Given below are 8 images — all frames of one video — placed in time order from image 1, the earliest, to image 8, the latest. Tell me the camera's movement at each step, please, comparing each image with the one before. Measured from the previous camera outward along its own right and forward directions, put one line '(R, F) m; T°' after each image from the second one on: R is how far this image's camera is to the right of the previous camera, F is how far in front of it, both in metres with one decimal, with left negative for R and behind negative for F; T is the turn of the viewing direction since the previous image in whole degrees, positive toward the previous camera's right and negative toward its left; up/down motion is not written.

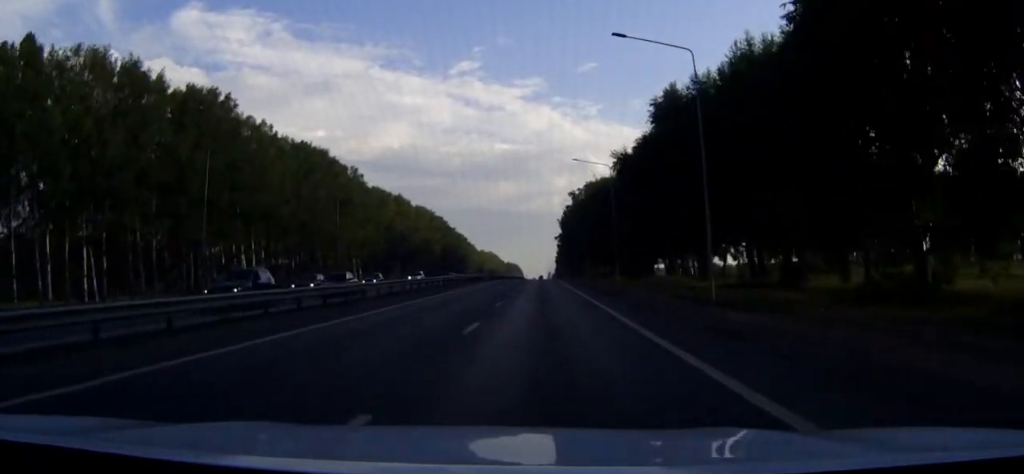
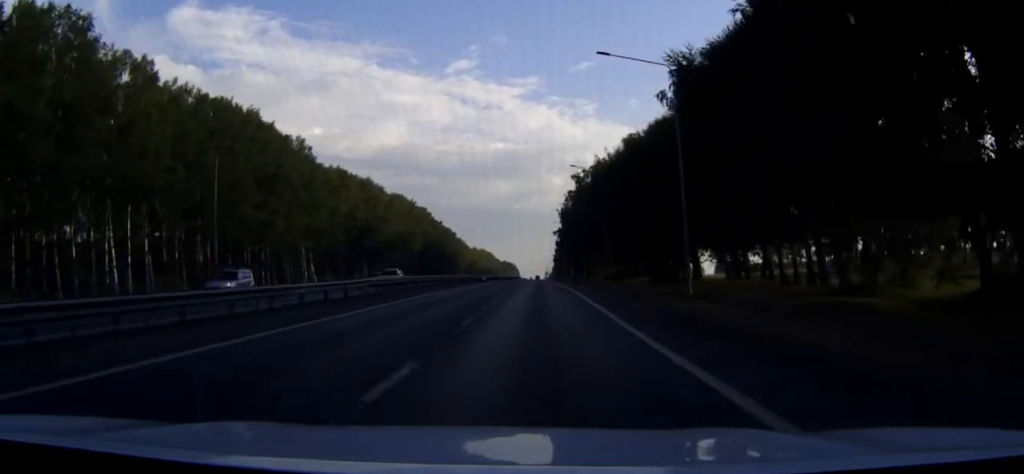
(0.0, +31.8) m; 0°
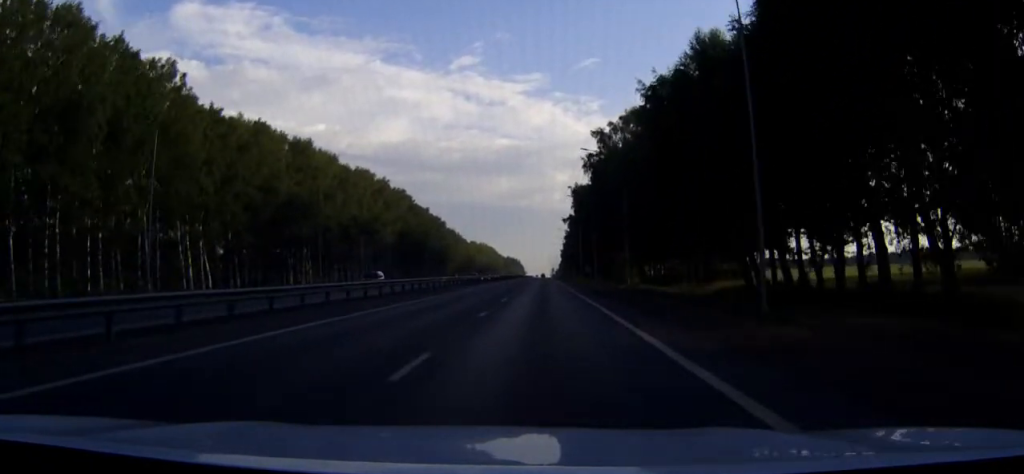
(-0.1, +45.1) m; 0°
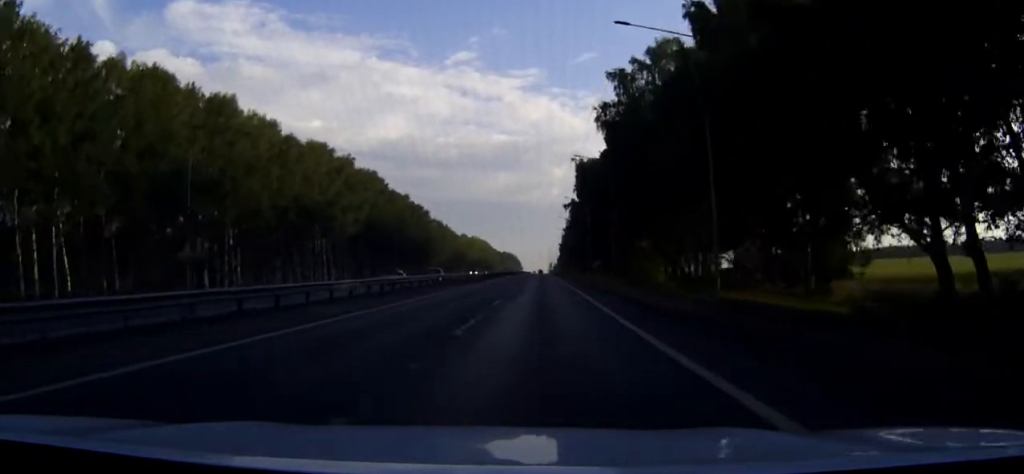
(0.0, +29.2) m; 0°
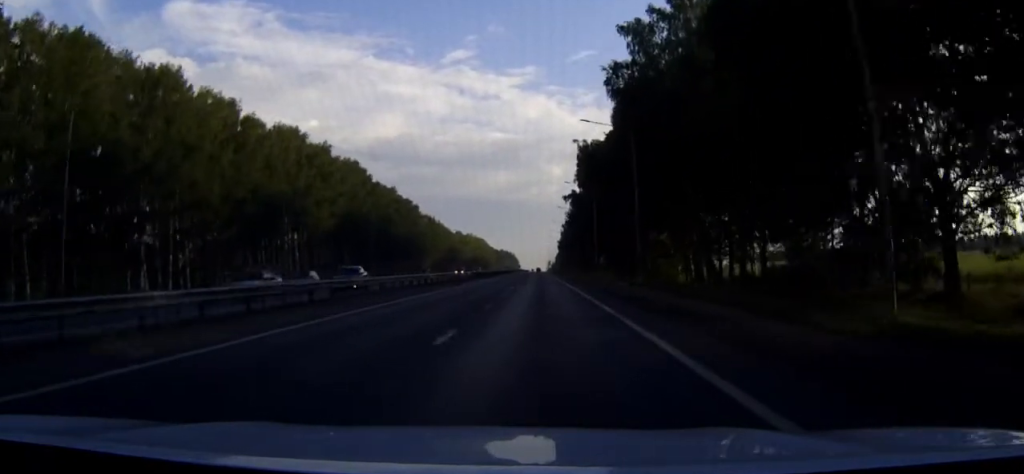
(0.0, +14.2) m; 0°
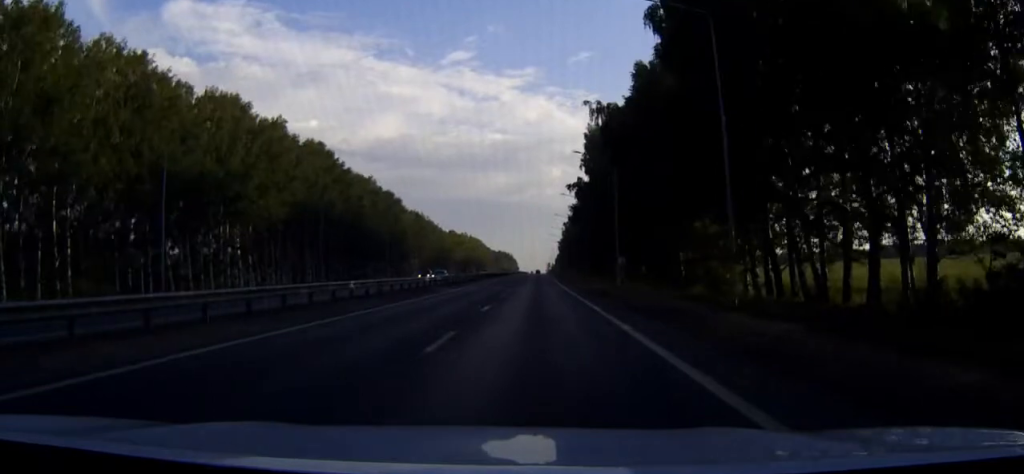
(0.0, +23.4) m; 0°
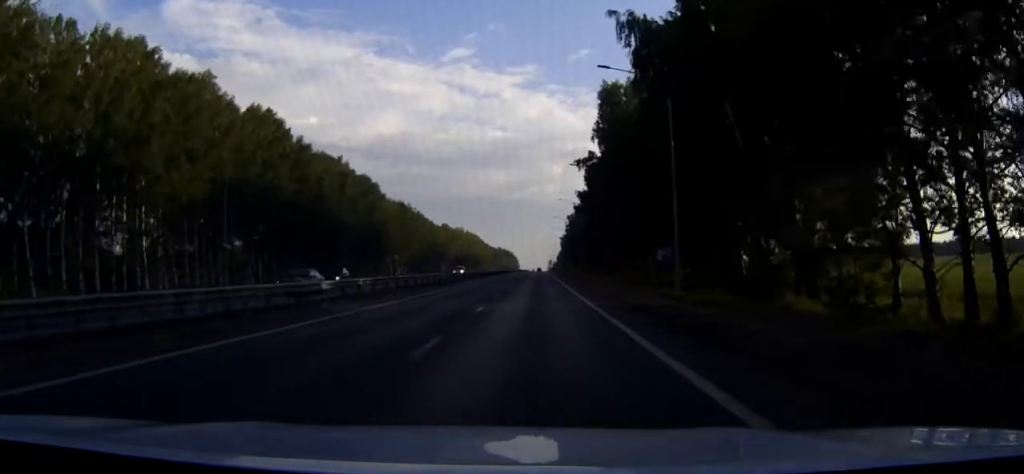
(0.0, +25.2) m; 0°
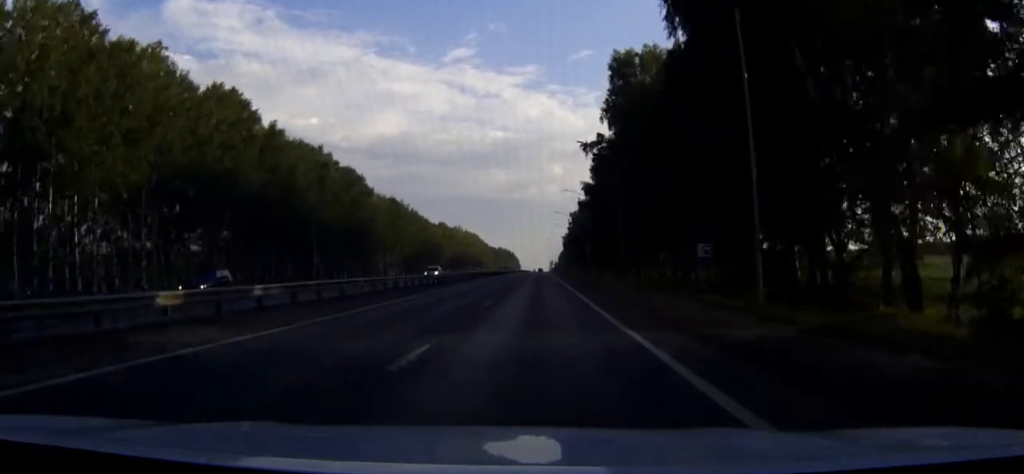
(0.0, +12.6) m; 0°
